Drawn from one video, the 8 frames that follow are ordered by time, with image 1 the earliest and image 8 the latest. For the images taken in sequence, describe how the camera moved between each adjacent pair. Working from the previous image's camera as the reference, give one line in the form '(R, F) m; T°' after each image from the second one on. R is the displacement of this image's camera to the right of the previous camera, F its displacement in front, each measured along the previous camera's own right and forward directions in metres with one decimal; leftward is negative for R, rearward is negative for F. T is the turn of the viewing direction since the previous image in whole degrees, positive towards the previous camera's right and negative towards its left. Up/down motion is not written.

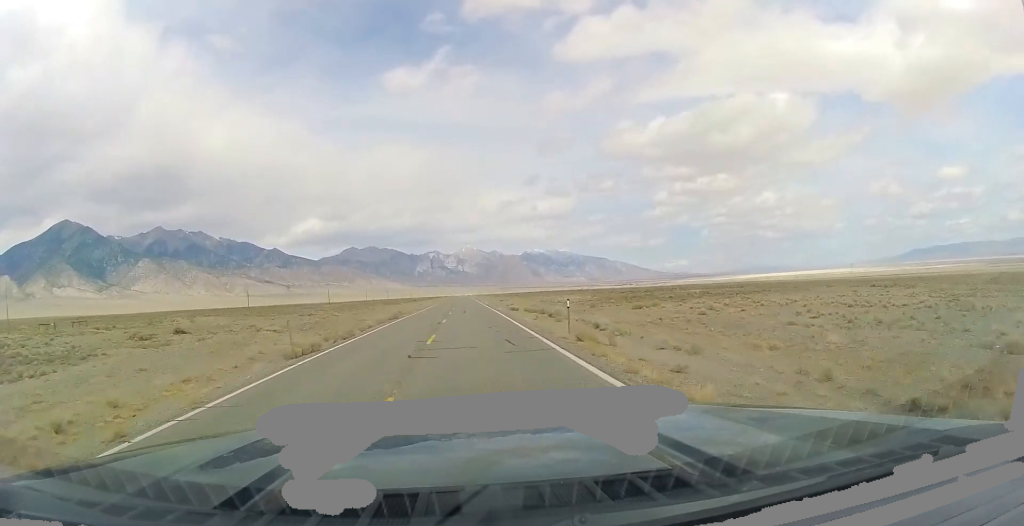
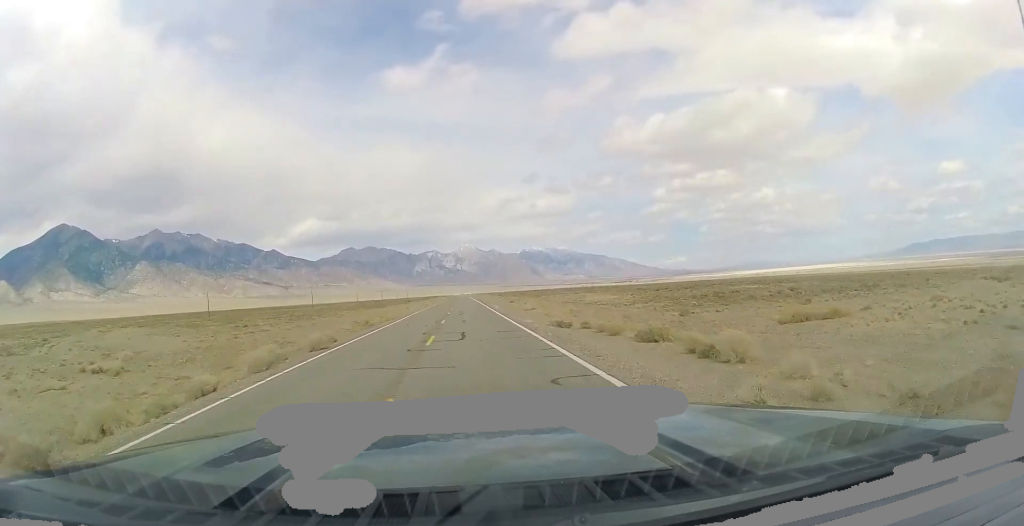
(-0.2, +24.6) m; 0°
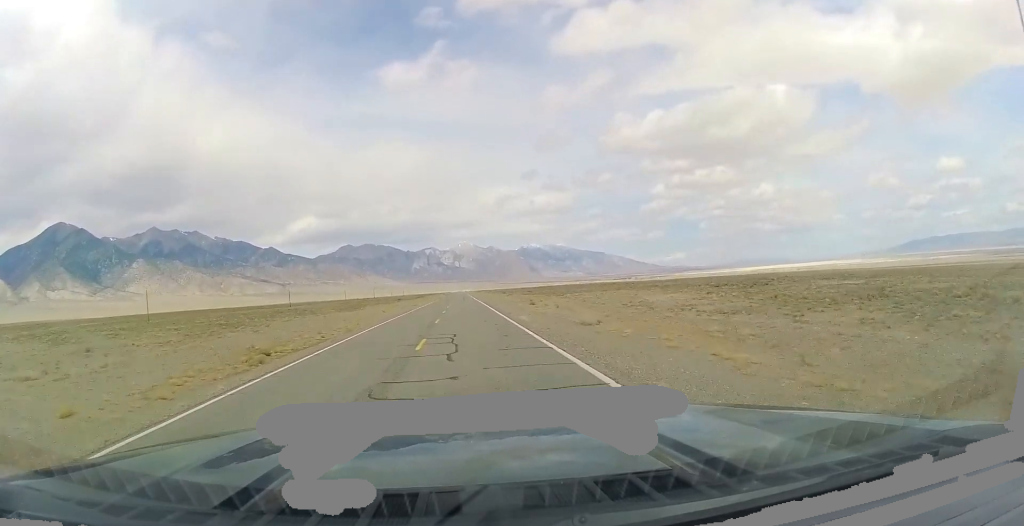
(0.0, +26.7) m; 0°
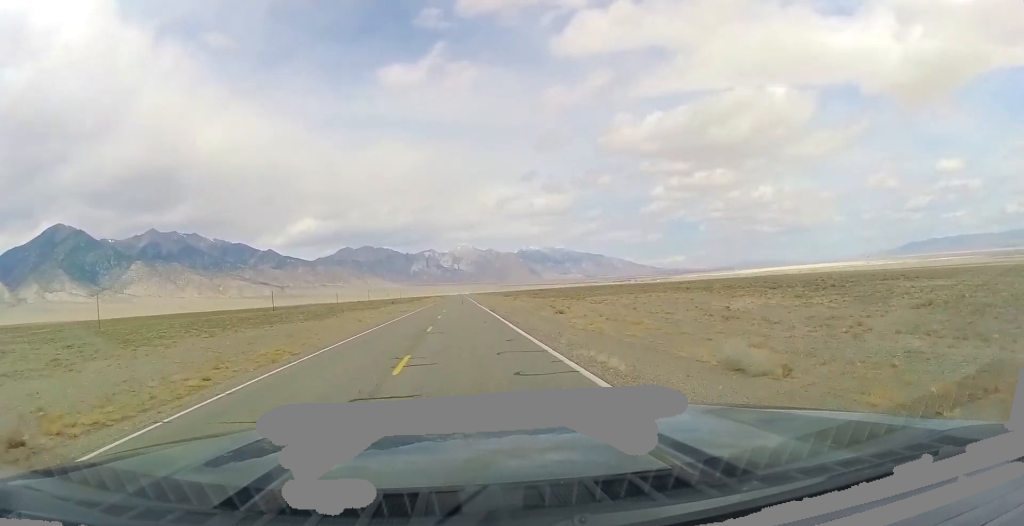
(-0.1, +16.3) m; 0°
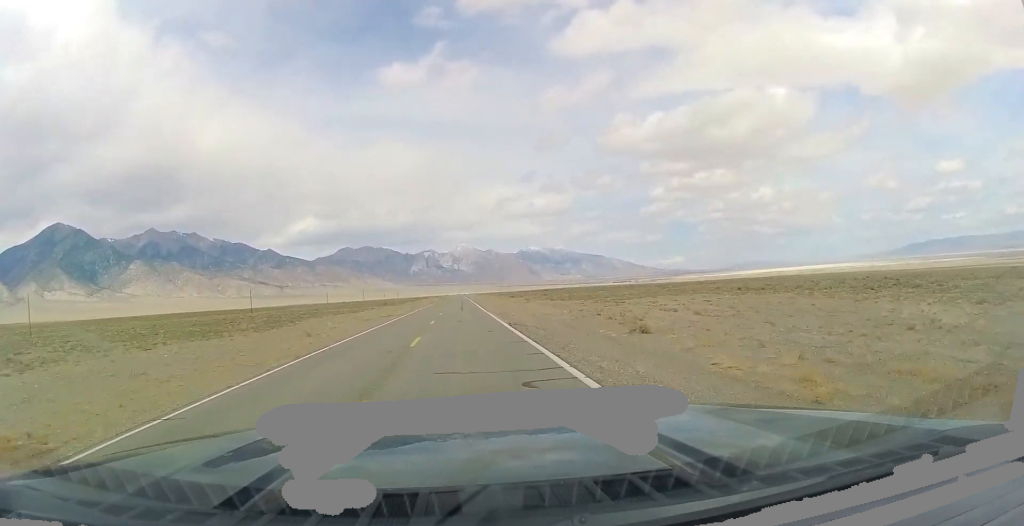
(+0.2, +18.3) m; 0°
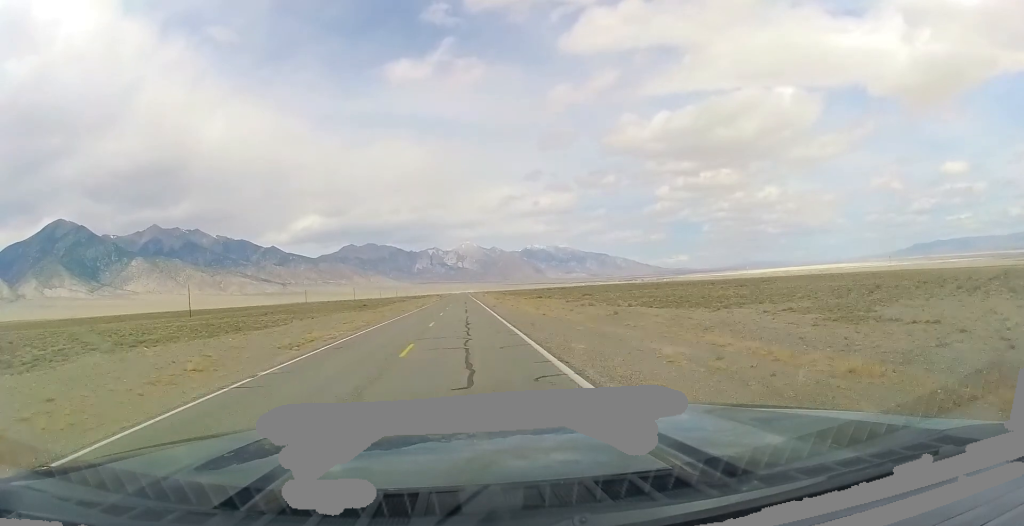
(-0.1, +39.8) m; -1°
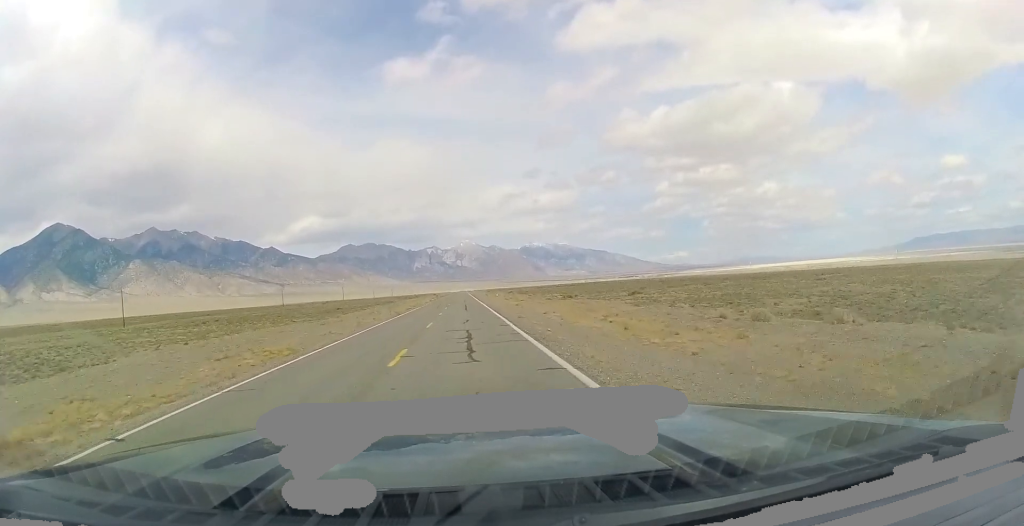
(0.0, +26.5) m; 0°
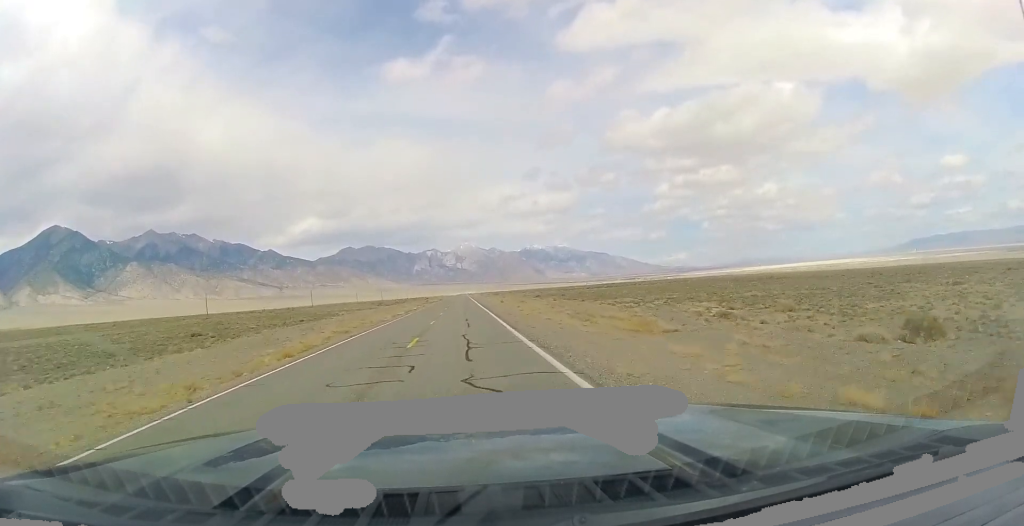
(+0.6, +56.3) m; +1°
